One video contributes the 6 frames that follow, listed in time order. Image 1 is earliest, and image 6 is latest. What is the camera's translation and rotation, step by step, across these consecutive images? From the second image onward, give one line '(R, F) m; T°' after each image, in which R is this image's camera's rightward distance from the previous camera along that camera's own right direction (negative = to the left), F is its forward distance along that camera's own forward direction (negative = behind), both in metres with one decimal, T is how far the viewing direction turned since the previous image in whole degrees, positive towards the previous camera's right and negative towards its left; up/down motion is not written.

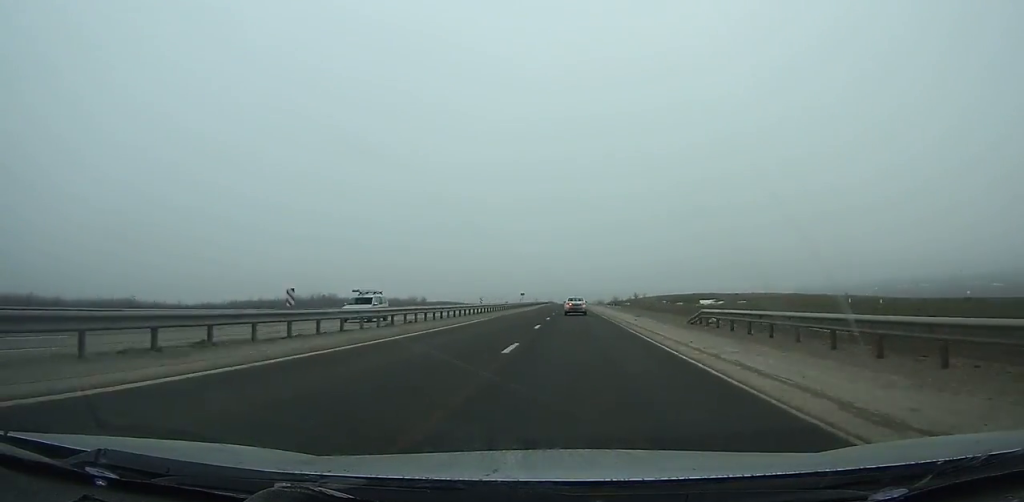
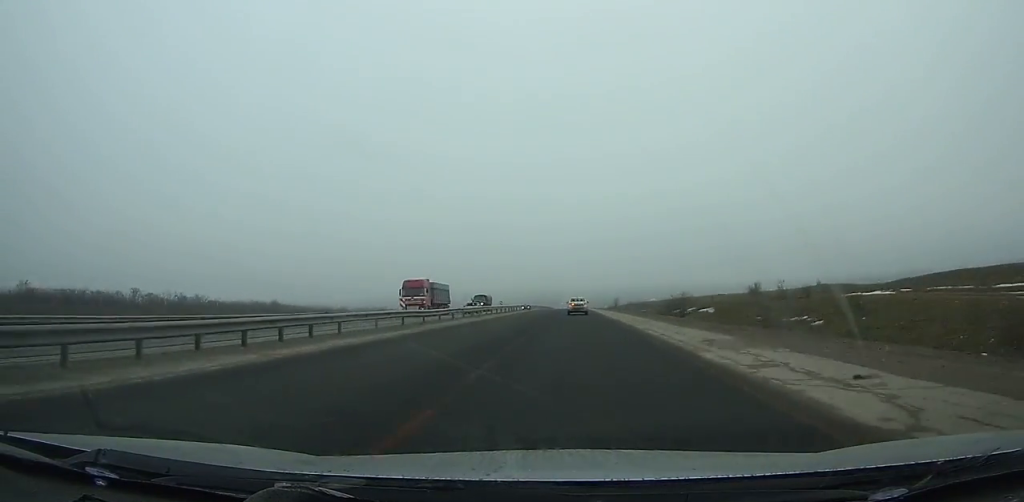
(+0.5, +184.6) m; 0°
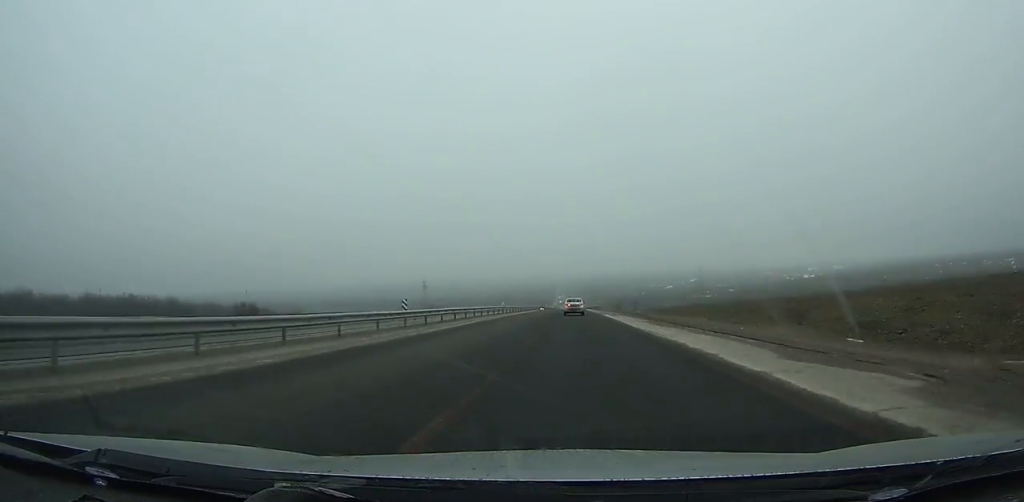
(-0.8, +199.7) m; 0°
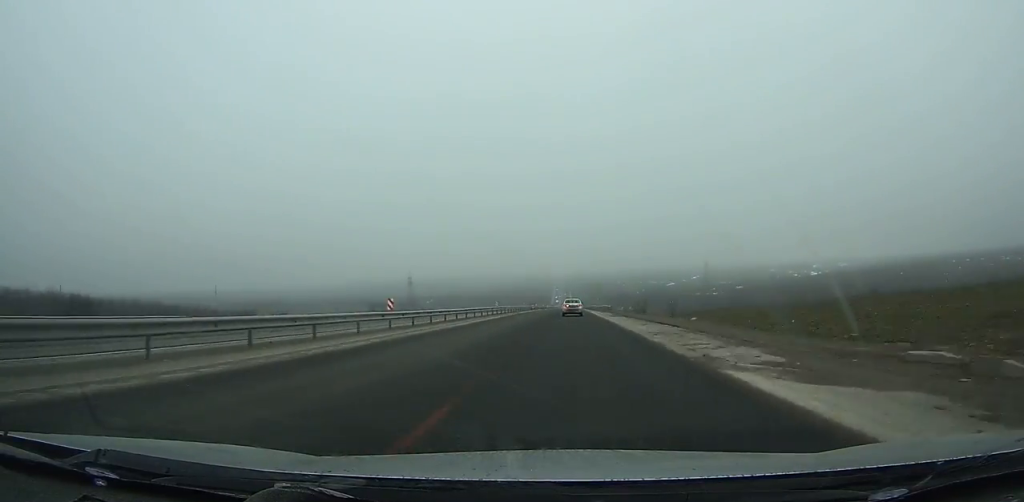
(0.0, +40.5) m; 0°
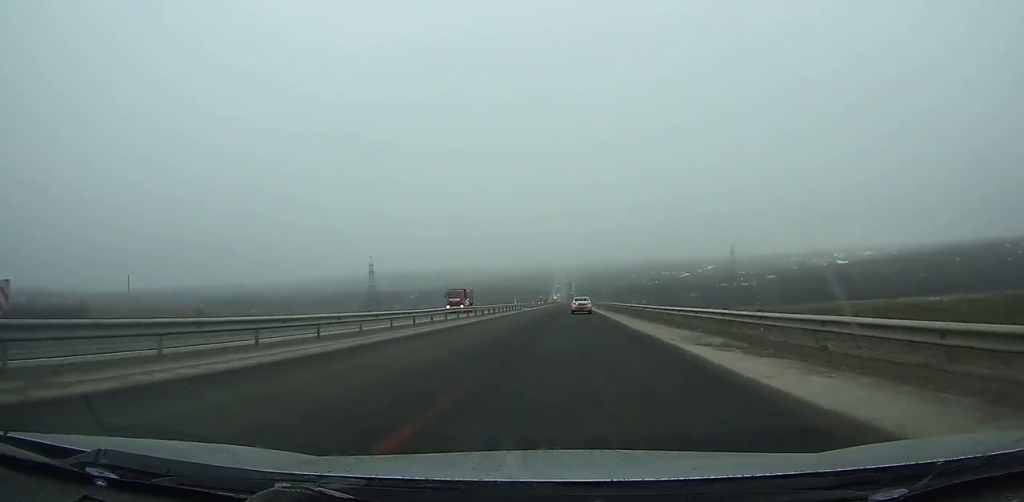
(0.0, +101.0) m; 0°
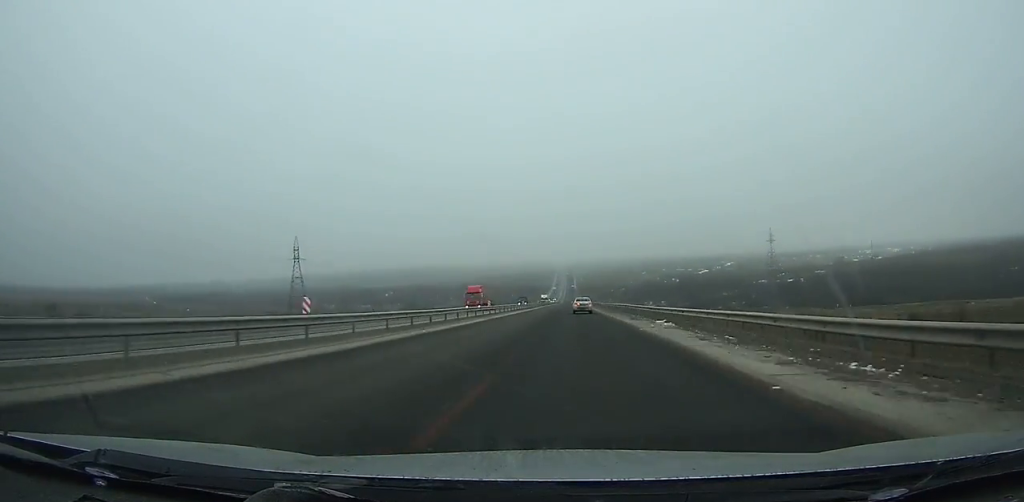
(0.0, +110.0) m; 0°
